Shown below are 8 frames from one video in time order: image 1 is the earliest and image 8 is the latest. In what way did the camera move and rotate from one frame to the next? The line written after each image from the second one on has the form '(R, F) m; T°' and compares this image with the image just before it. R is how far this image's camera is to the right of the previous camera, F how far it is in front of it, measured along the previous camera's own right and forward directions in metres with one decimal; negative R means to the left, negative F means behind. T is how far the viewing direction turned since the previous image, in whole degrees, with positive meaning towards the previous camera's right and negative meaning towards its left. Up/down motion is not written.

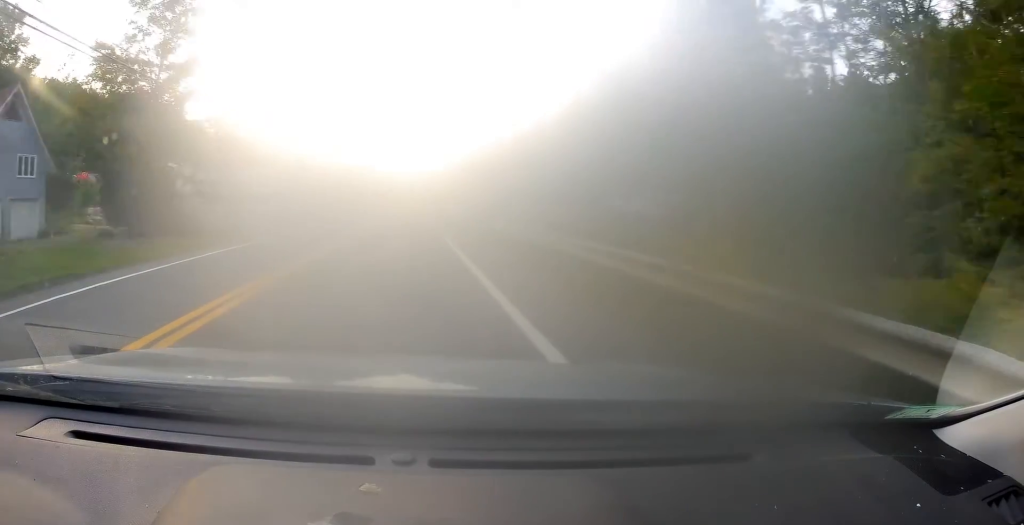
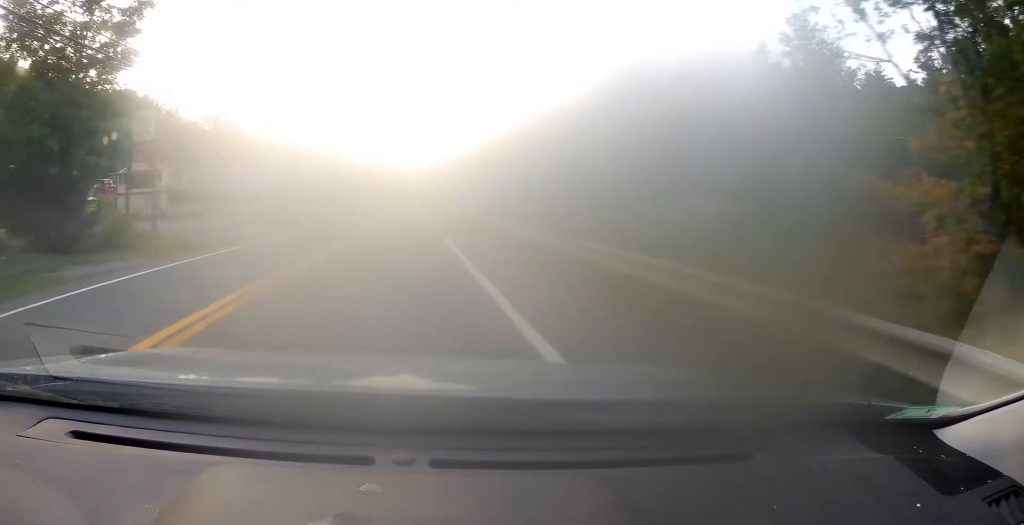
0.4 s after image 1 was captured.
(0.0, +9.3) m; 0°
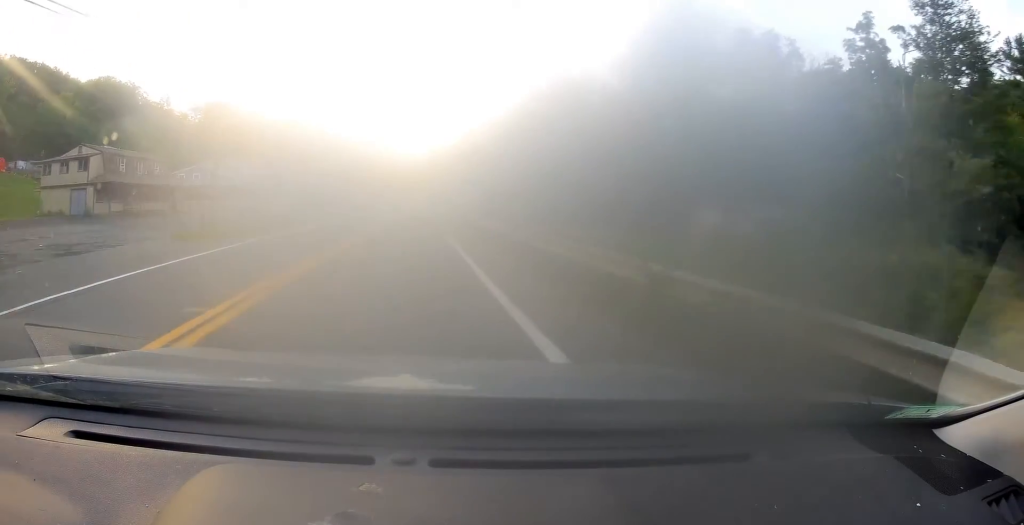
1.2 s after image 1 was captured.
(0.0, +15.7) m; 0°
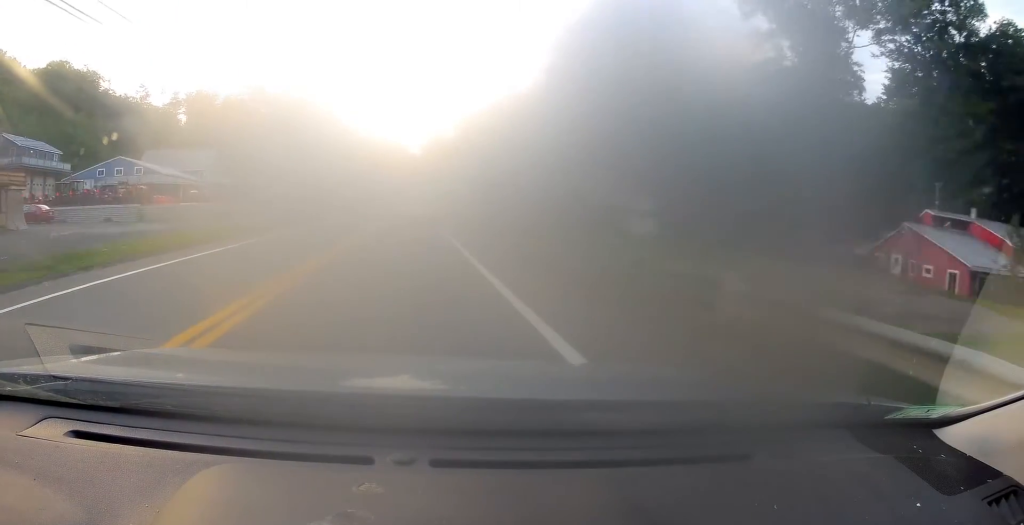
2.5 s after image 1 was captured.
(+0.5, +29.5) m; +2°
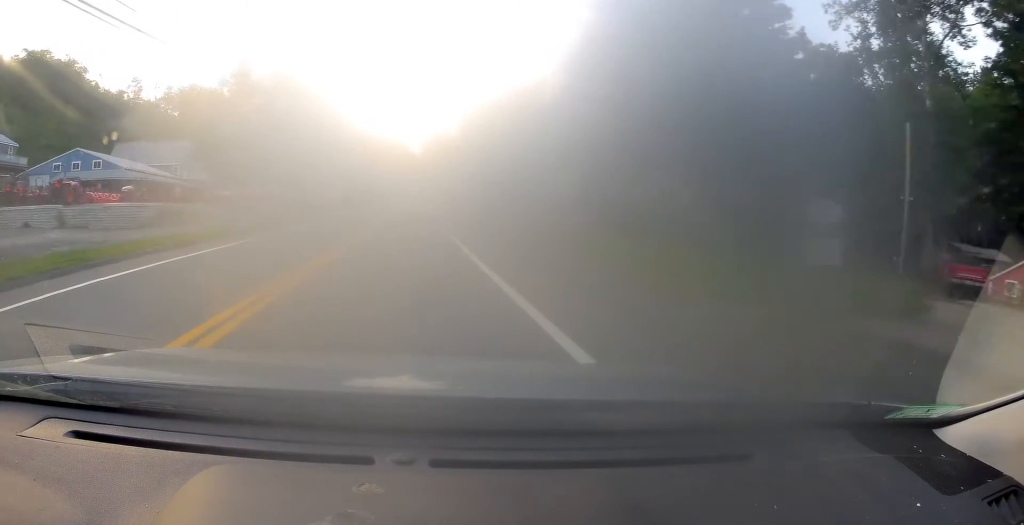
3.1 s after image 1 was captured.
(+0.4, +11.5) m; 0°
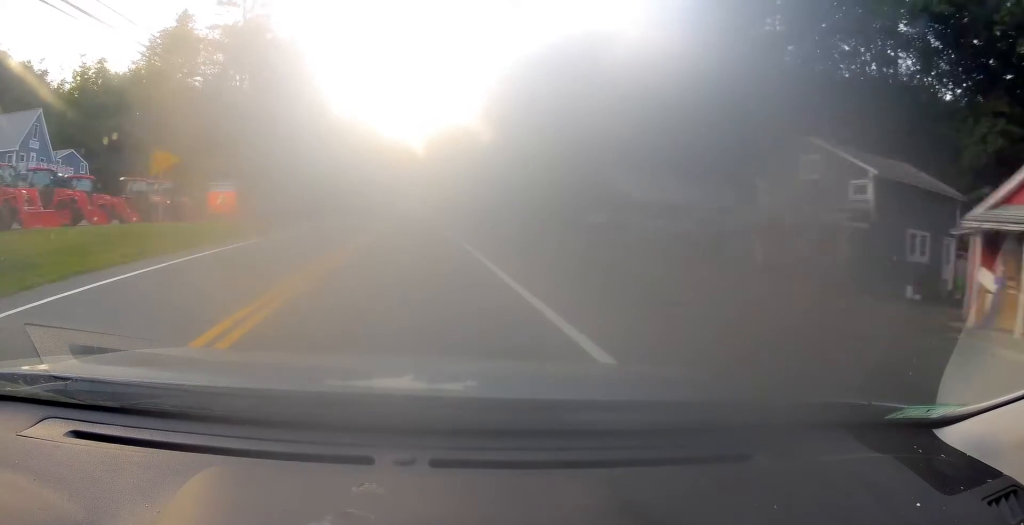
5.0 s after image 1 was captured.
(+0.8, +41.4) m; +3°
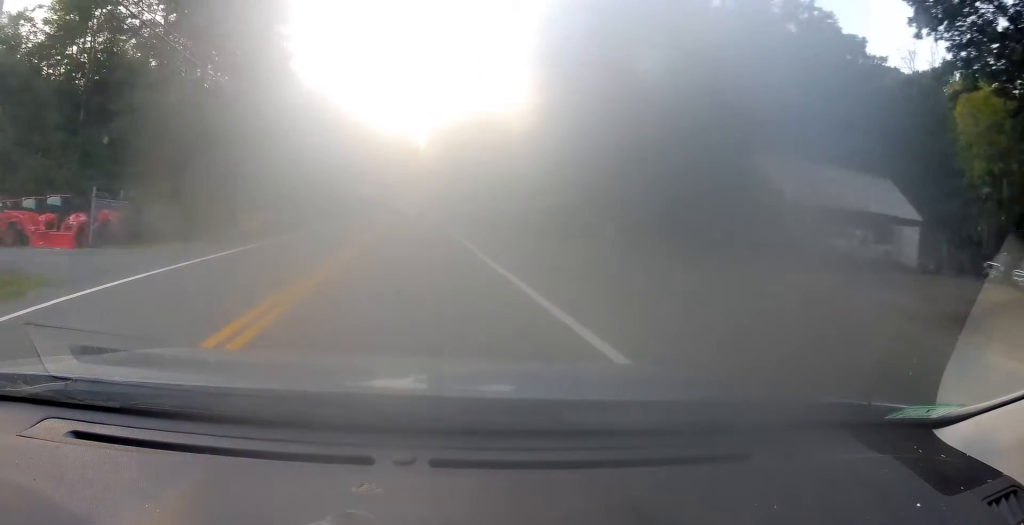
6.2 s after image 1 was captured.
(-0.6, +27.3) m; 0°
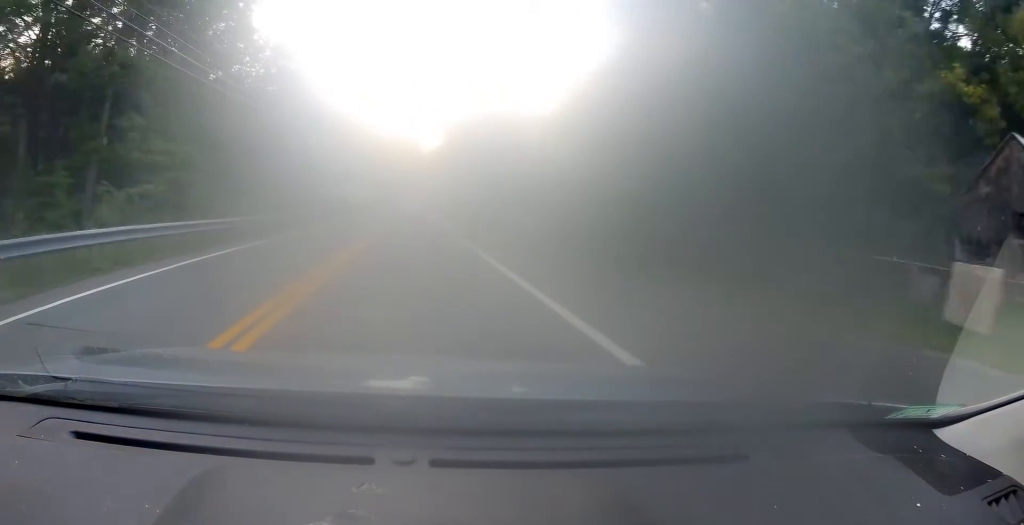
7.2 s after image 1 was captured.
(+0.6, +21.5) m; -1°
